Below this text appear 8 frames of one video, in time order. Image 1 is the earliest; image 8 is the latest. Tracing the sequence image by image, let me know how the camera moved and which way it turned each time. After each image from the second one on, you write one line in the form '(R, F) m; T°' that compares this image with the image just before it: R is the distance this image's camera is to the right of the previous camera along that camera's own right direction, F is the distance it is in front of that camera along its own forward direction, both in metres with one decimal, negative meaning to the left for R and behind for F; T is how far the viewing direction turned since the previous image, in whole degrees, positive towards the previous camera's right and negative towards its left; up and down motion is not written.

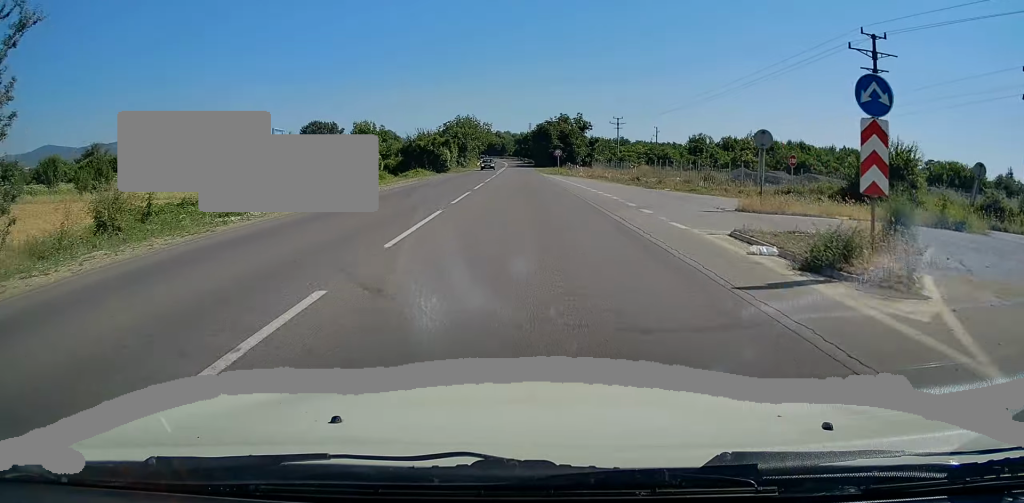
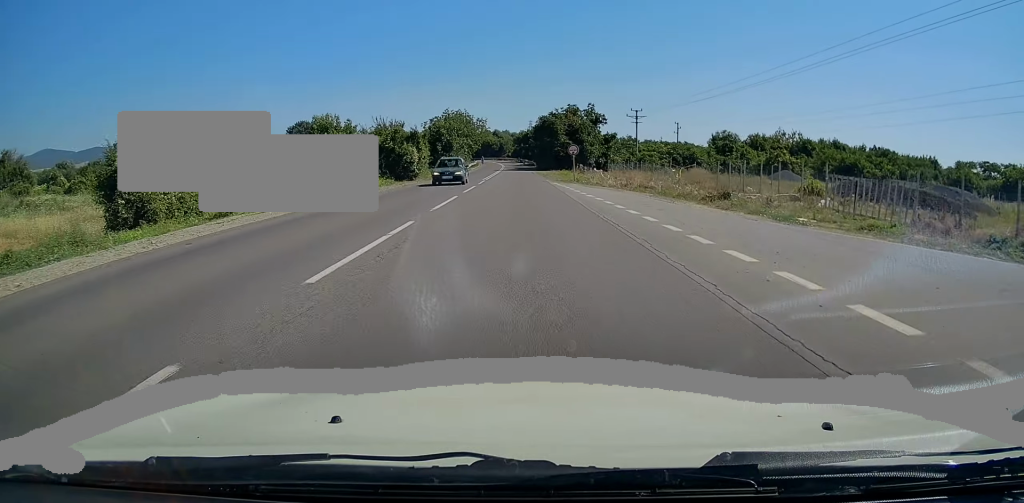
(-0.2, +20.4) m; -1°
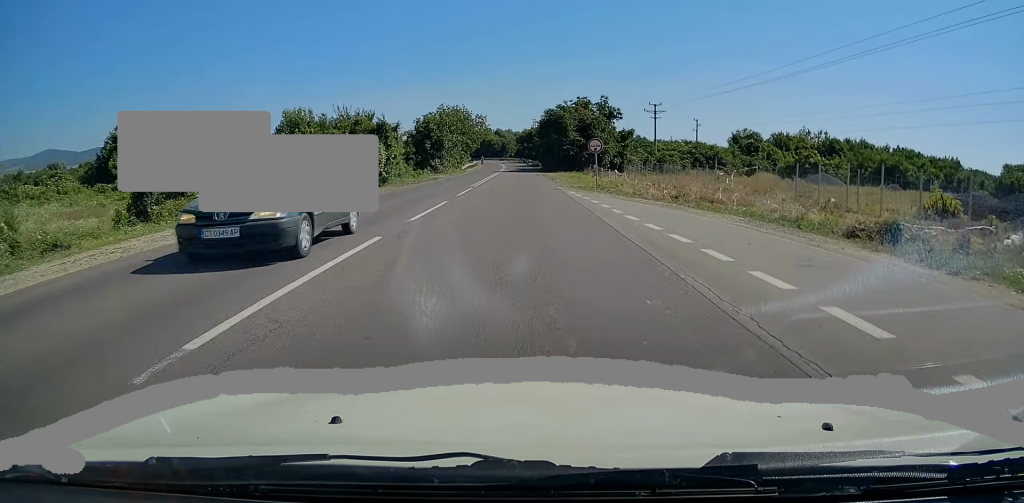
(-0.1, +12.0) m; 0°
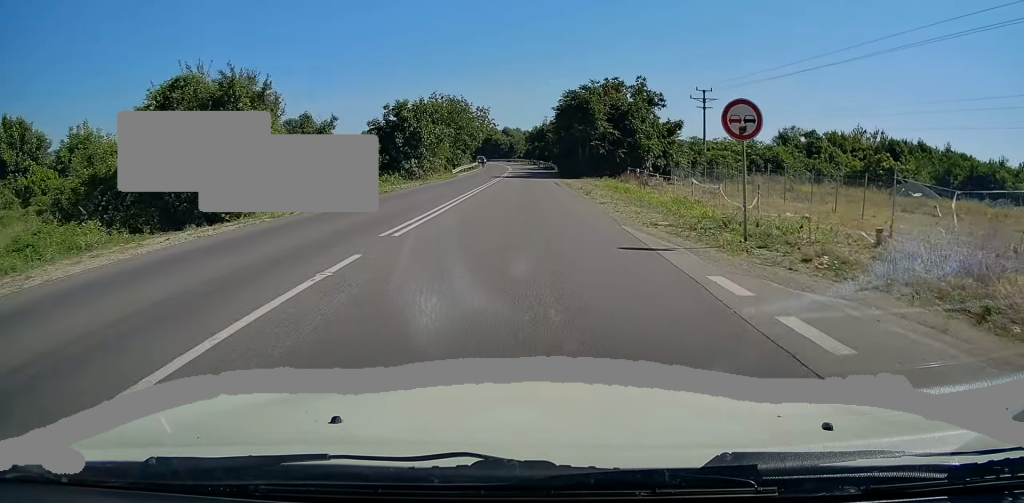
(+0.1, +20.1) m; 0°
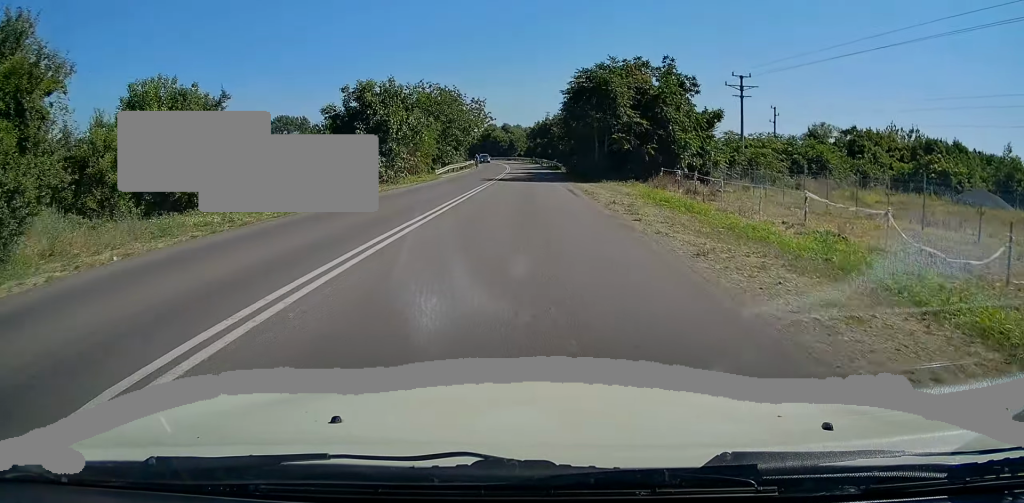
(0.0, +11.8) m; 0°
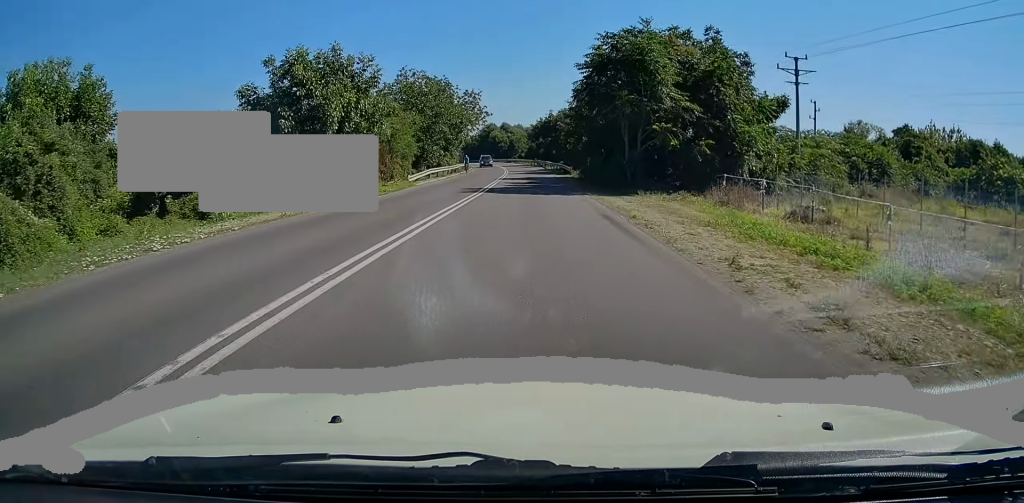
(0.0, +11.8) m; 0°
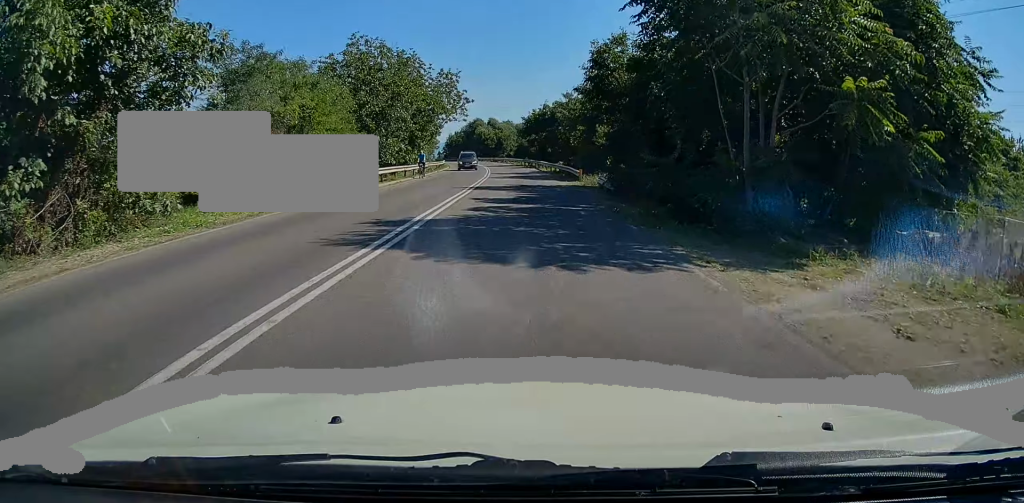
(-0.1, +16.6) m; 0°
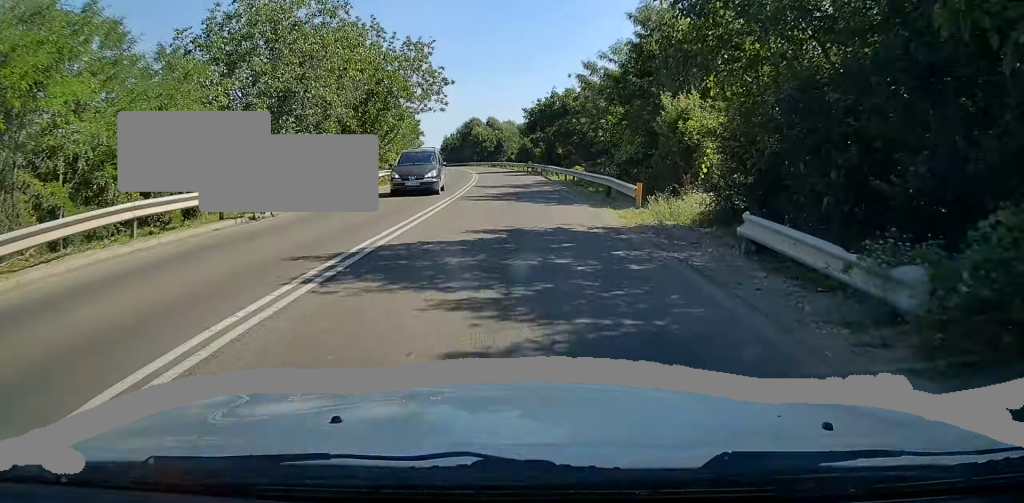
(+0.1, +18.3) m; 0°
